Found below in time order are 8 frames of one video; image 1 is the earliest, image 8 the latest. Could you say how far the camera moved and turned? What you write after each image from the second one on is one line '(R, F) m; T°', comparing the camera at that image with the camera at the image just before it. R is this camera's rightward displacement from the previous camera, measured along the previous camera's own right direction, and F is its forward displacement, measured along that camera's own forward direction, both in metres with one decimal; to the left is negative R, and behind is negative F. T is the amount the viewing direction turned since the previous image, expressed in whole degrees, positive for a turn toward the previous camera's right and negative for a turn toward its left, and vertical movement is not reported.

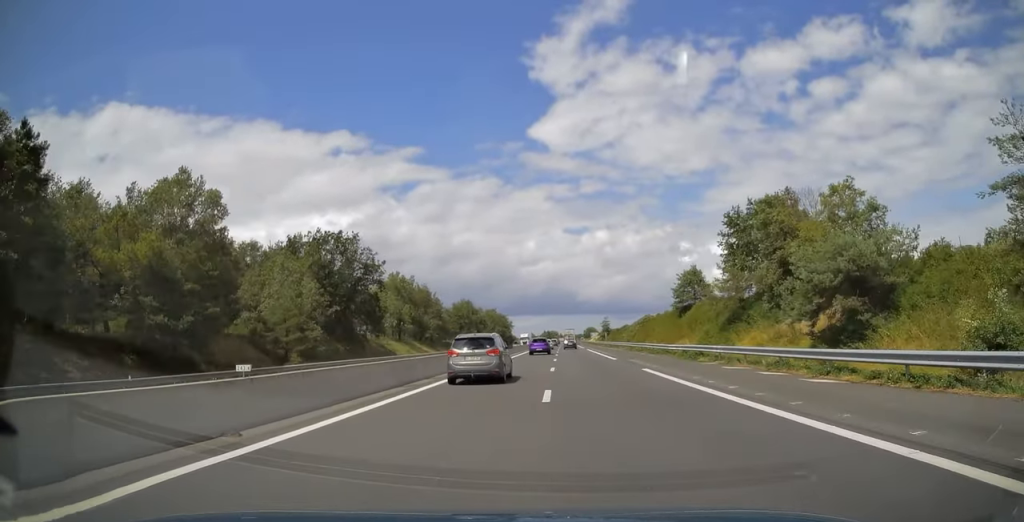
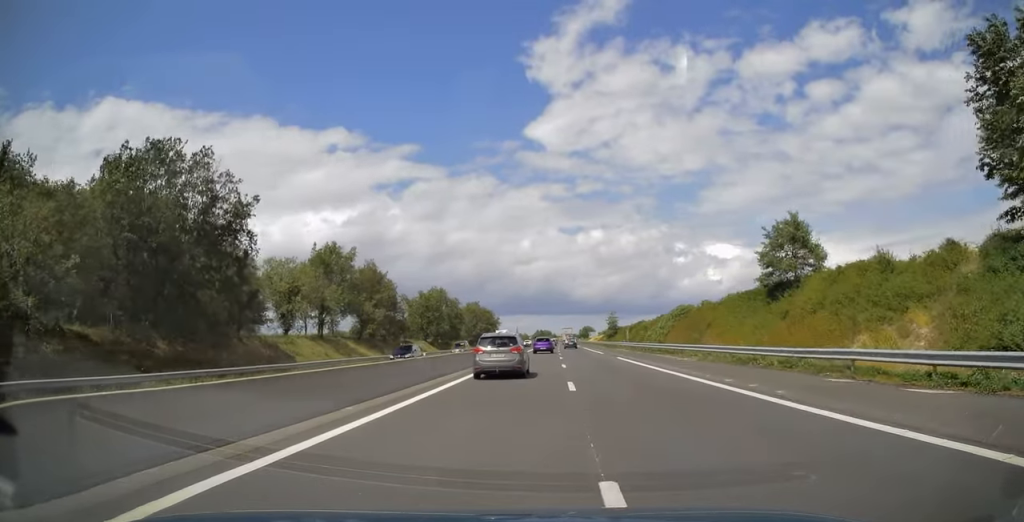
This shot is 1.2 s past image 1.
(+0.1, +36.4) m; 0°
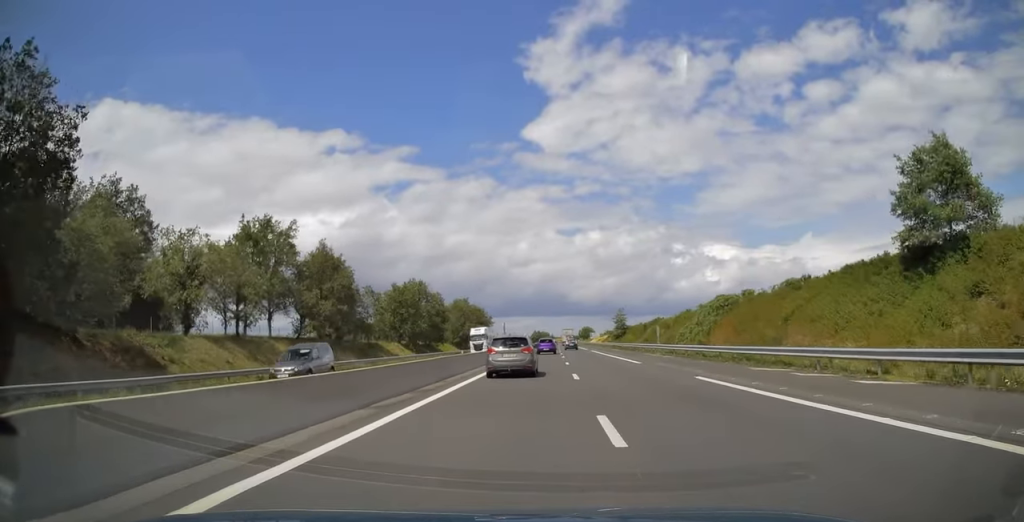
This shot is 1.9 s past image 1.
(+0.1, +21.0) m; 0°
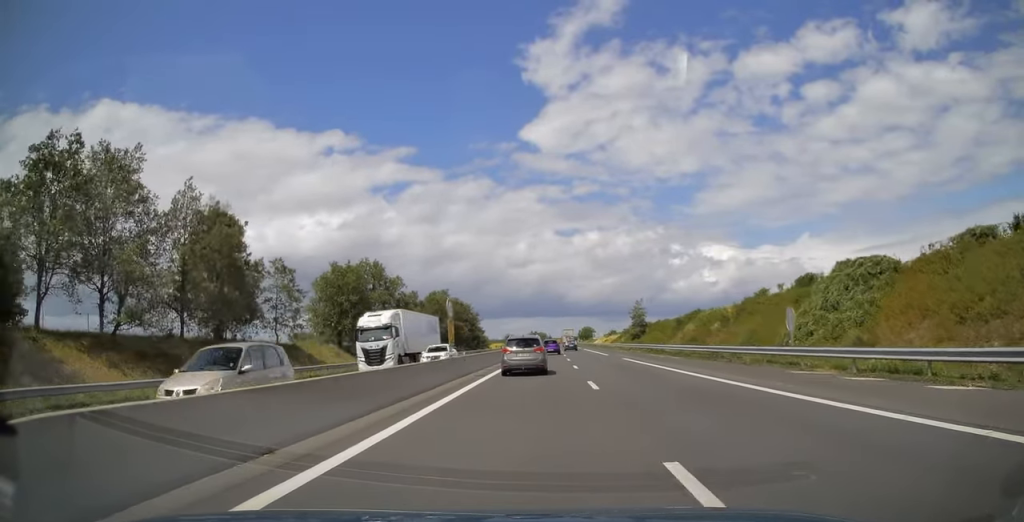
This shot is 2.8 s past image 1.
(+0.1, +29.8) m; 0°
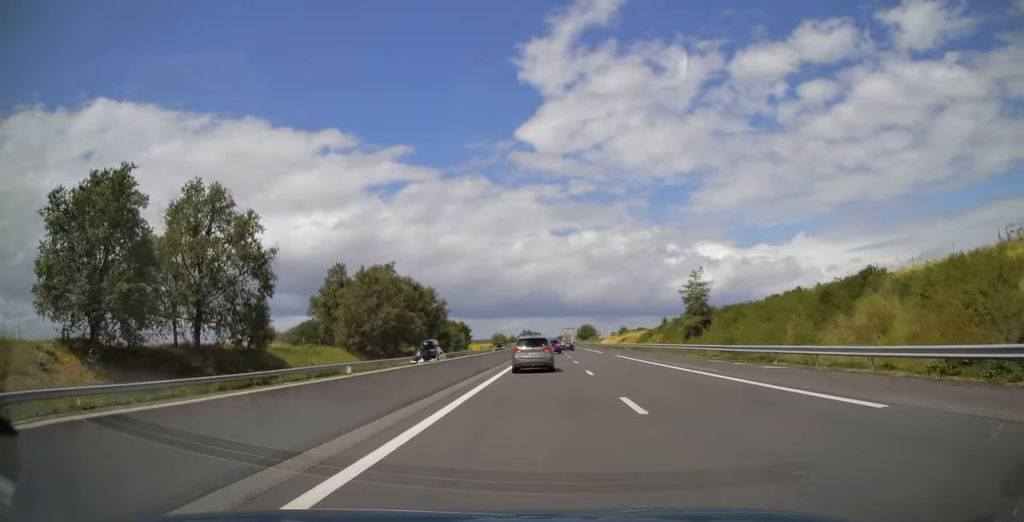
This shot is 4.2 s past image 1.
(+0.1, +44.1) m; 0°
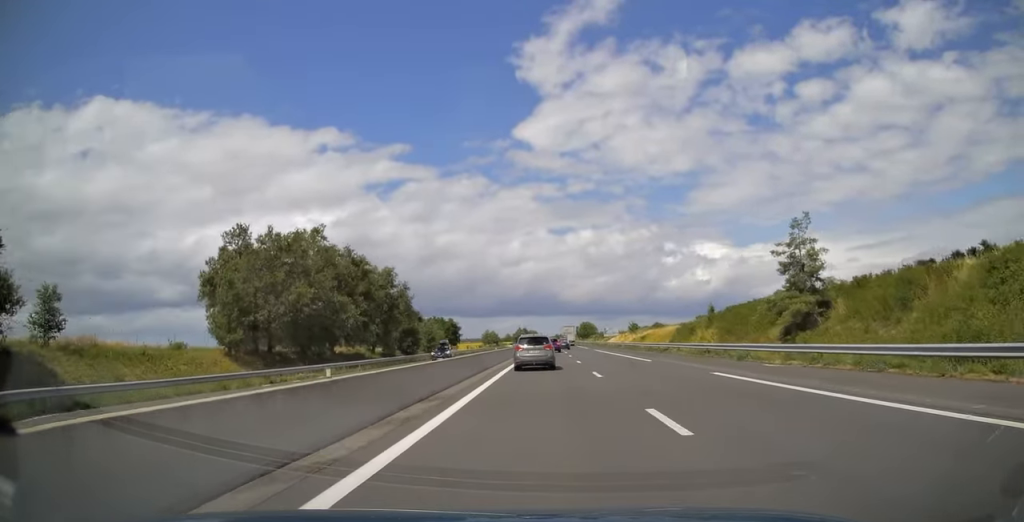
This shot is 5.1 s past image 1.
(+0.2, +27.9) m; 0°
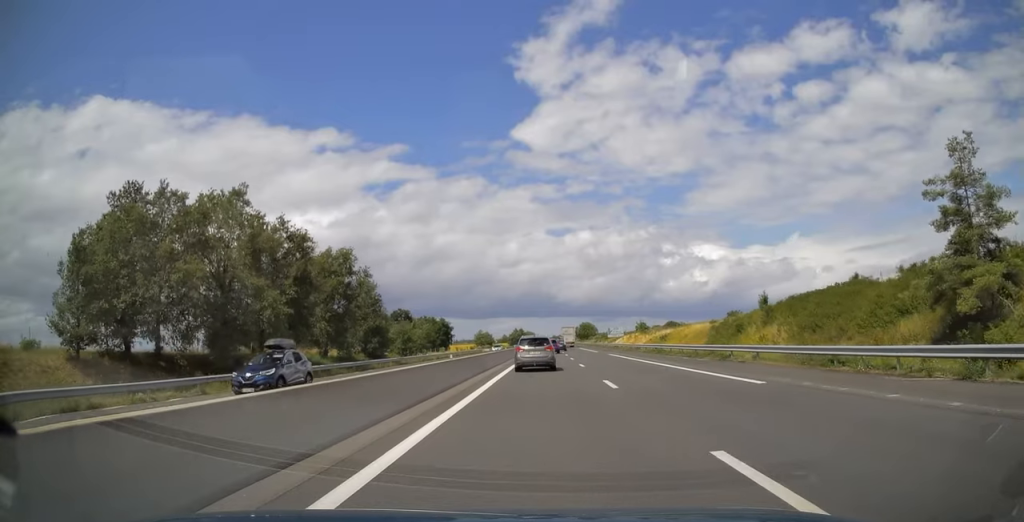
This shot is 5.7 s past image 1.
(0.0, +17.0) m; 0°
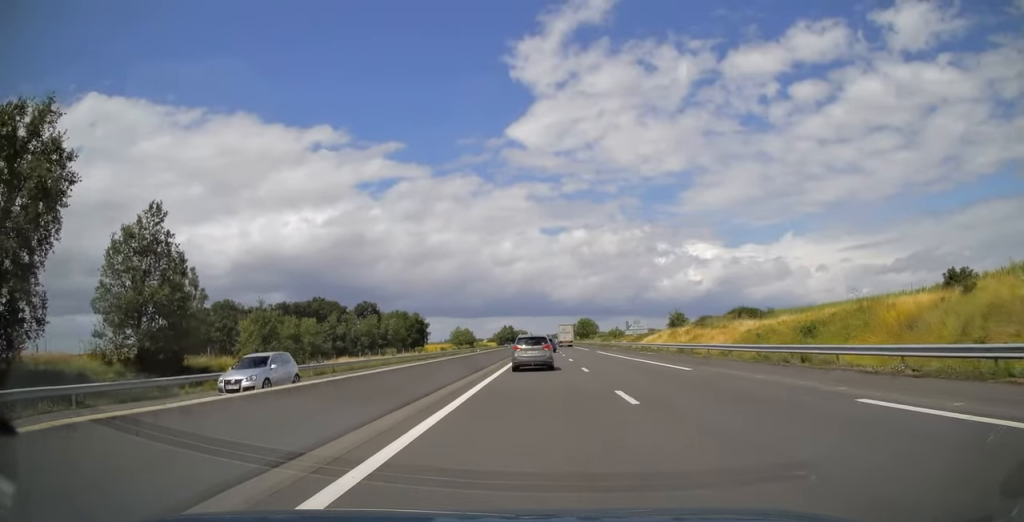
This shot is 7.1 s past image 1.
(+0.2, +44.4) m; +1°
